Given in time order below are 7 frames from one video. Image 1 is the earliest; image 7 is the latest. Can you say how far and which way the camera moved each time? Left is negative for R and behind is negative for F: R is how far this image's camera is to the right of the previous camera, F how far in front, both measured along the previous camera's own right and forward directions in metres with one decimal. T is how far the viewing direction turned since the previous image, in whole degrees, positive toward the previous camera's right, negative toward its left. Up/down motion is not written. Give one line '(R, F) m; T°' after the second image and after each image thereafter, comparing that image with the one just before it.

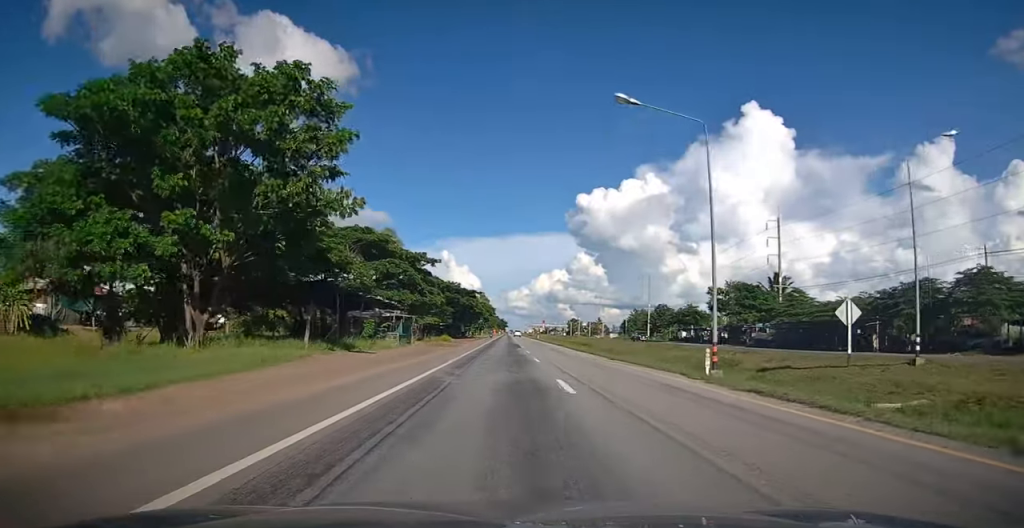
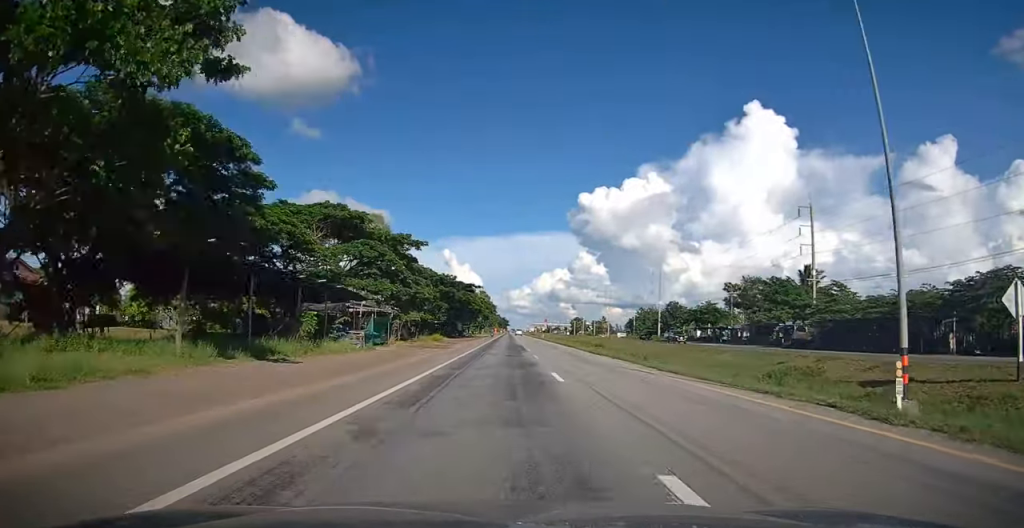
(0.0, +9.5) m; 0°
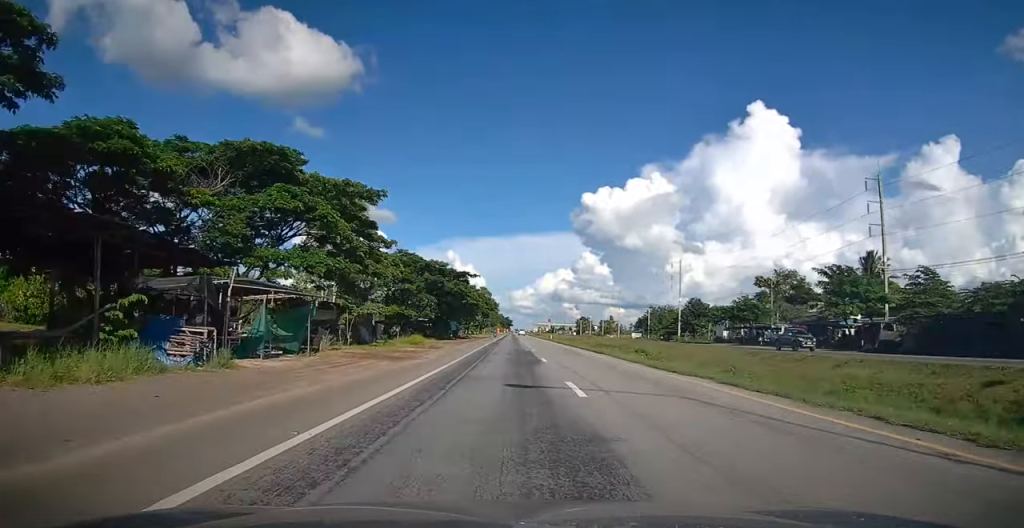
(-0.1, +15.2) m; 0°
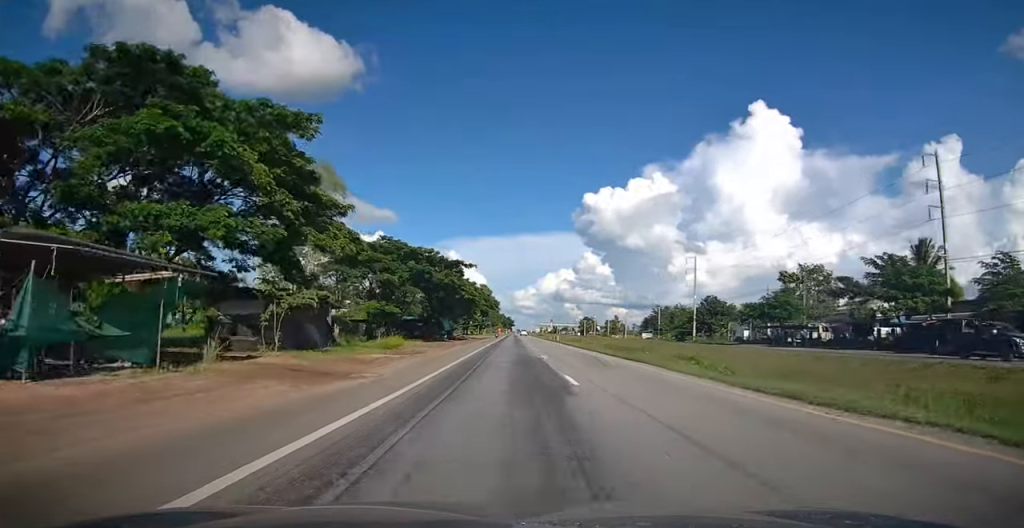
(0.0, +9.9) m; 0°
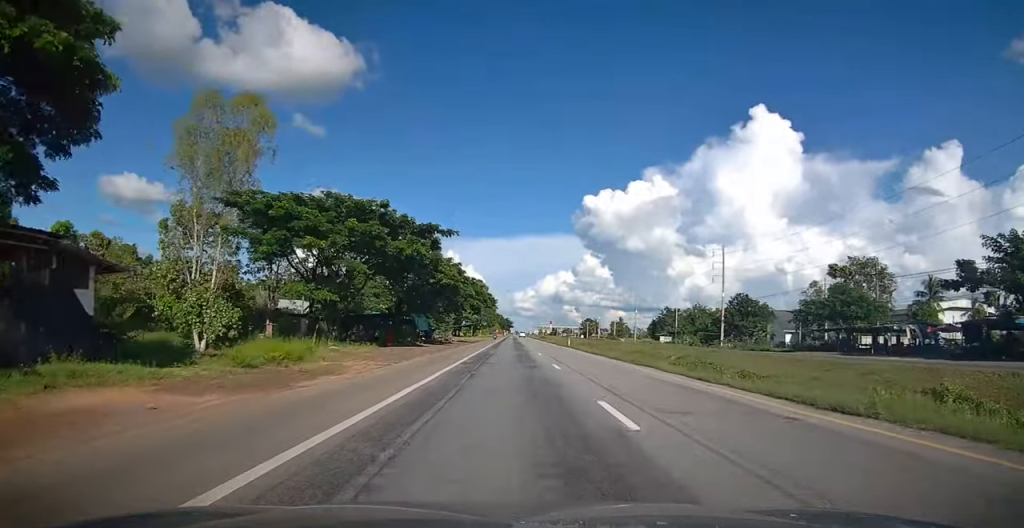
(-0.1, +17.5) m; 0°
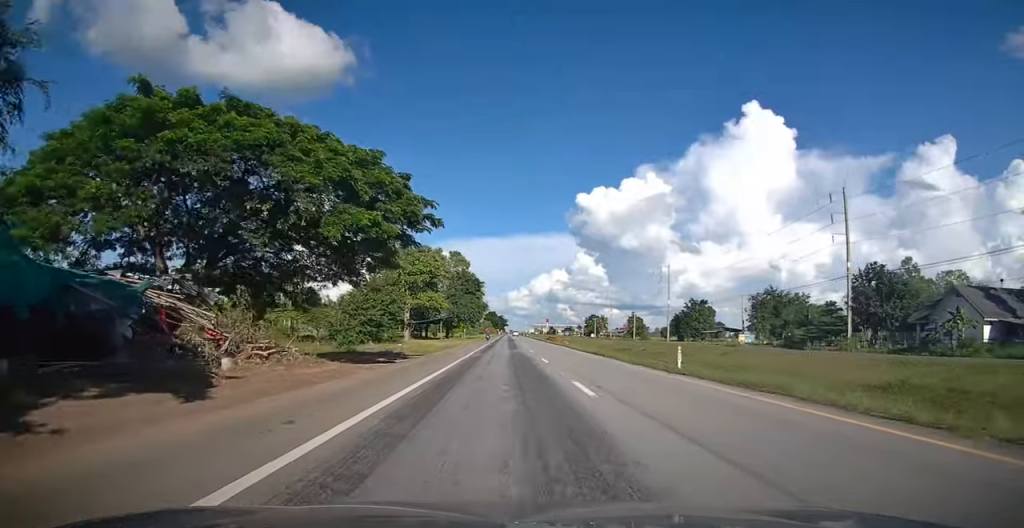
(+0.4, +43.9) m; +1°
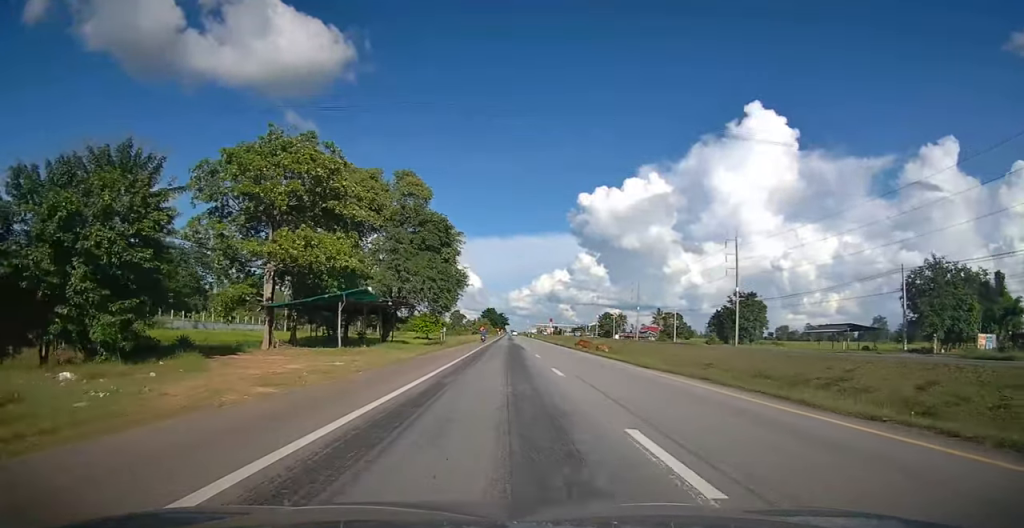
(-0.3, +42.7) m; -1°
